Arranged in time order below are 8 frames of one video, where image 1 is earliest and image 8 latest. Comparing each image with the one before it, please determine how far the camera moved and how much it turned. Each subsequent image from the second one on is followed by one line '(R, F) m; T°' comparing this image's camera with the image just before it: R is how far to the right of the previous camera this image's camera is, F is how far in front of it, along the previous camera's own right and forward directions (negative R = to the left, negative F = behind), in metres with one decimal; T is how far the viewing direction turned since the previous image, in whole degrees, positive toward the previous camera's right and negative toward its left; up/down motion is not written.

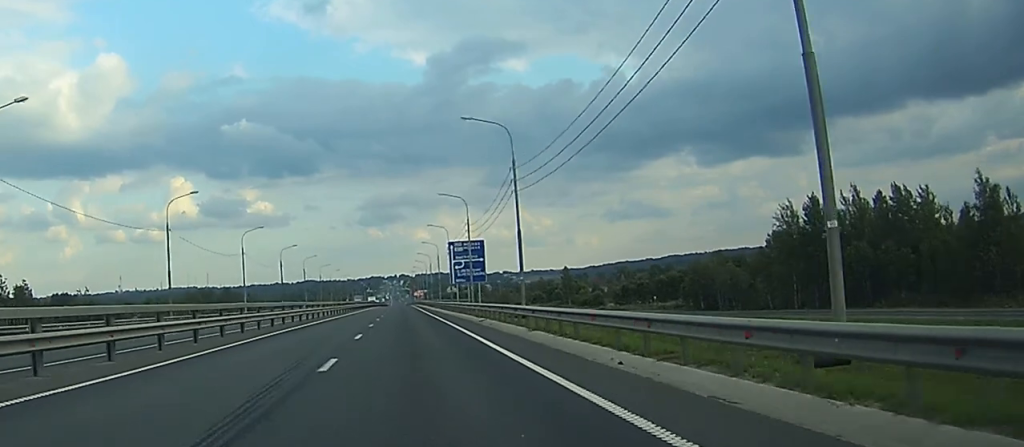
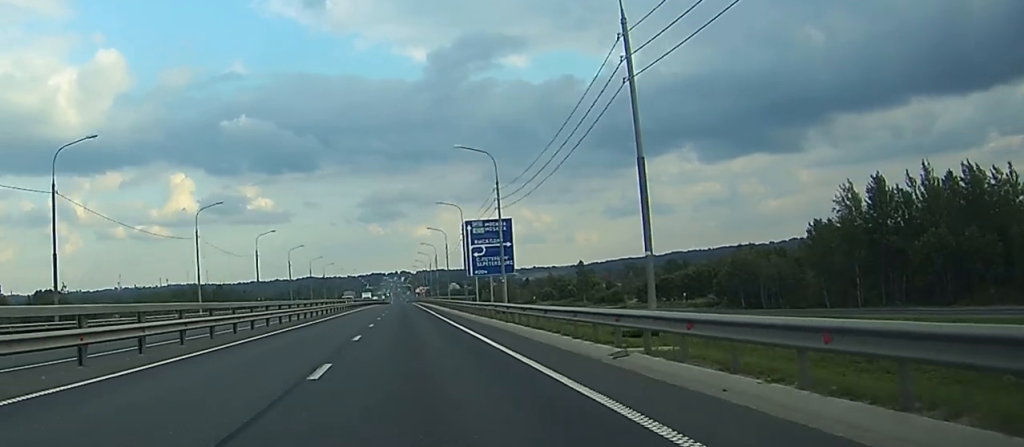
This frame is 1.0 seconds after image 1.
(0.0, +26.0) m; 0°
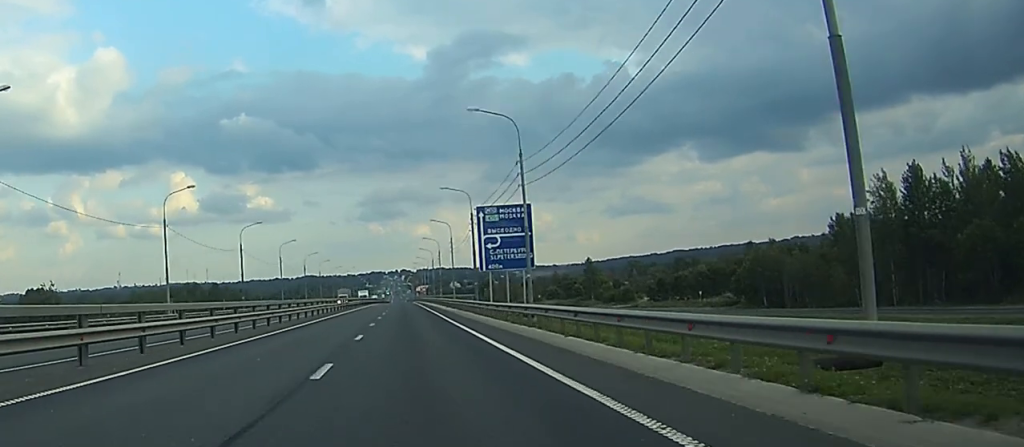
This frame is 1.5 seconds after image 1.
(0.0, +12.1) m; 0°
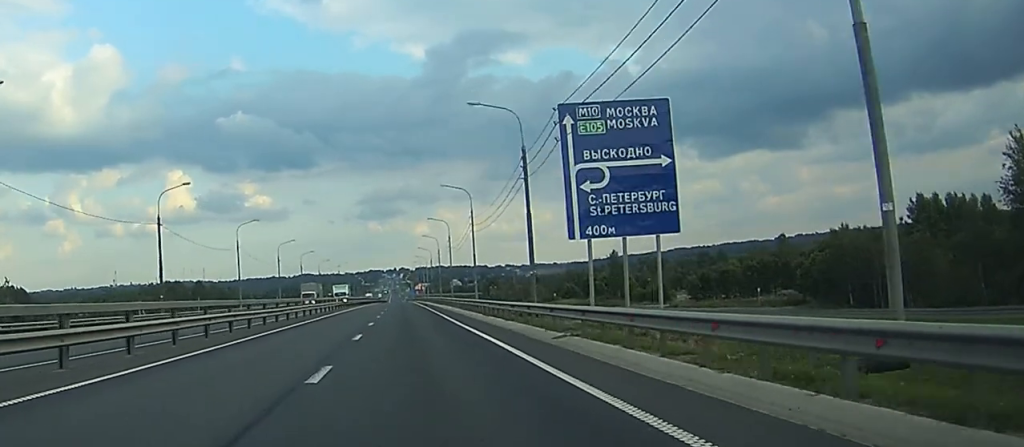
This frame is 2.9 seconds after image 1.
(+0.1, +37.2) m; 0°
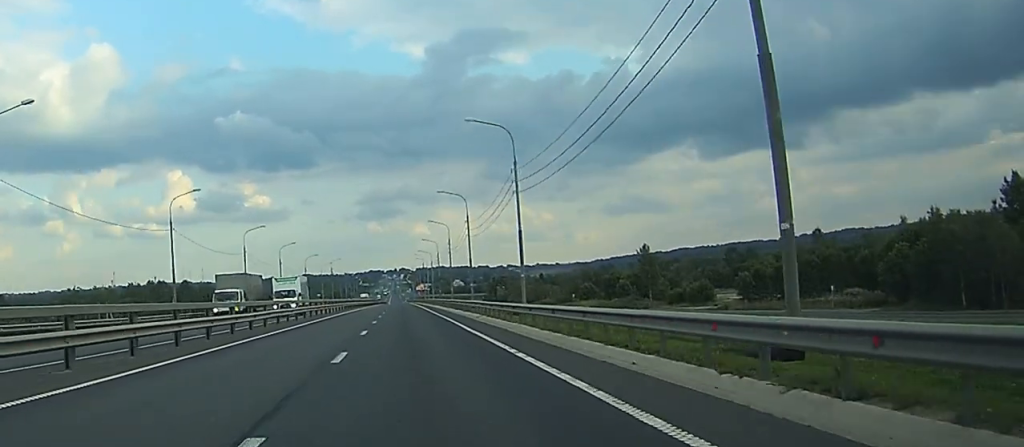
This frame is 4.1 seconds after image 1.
(0.0, +31.9) m; 0°
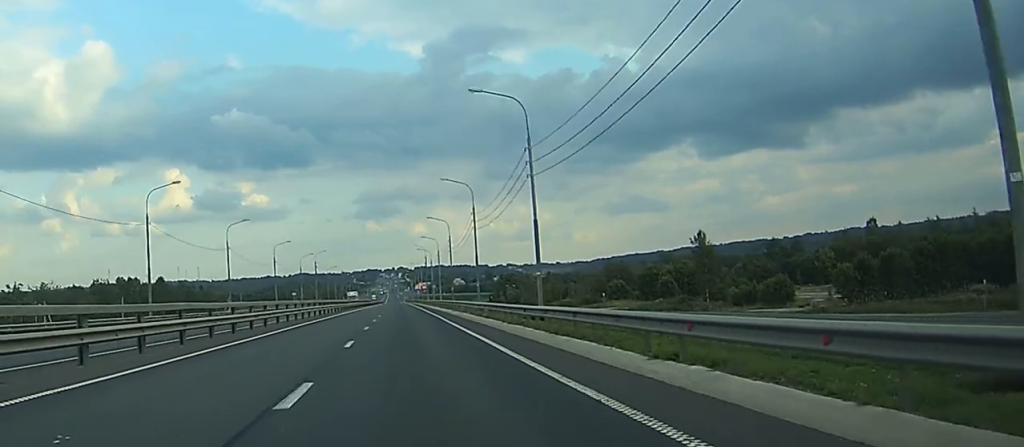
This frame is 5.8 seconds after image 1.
(-0.2, +43.0) m; 0°
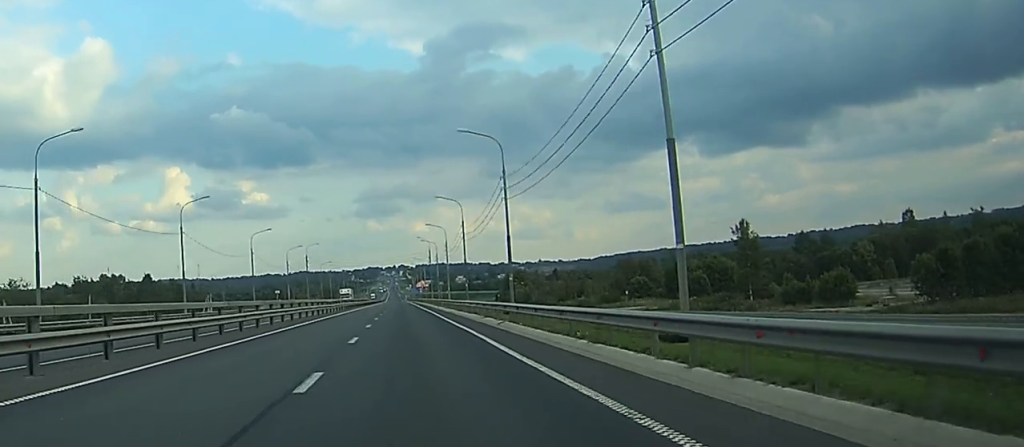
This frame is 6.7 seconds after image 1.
(+0.1, +22.4) m; 0°
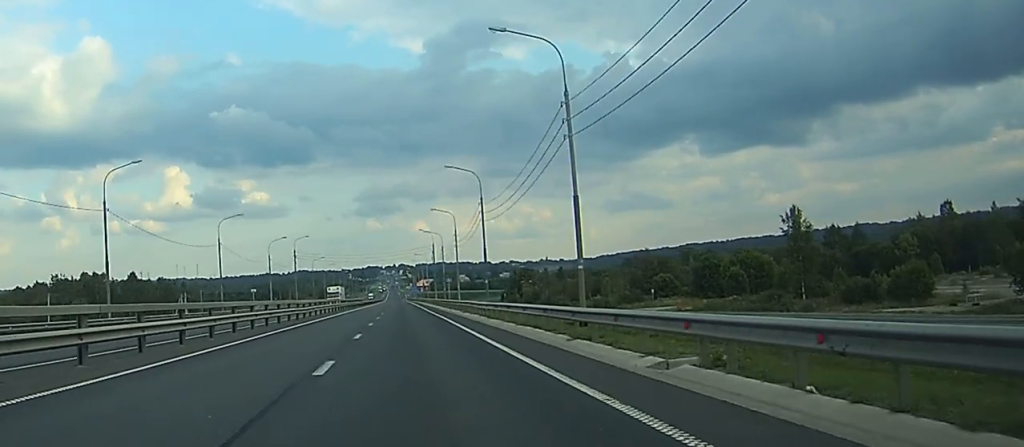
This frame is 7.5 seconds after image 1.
(0.0, +21.9) m; 0°
